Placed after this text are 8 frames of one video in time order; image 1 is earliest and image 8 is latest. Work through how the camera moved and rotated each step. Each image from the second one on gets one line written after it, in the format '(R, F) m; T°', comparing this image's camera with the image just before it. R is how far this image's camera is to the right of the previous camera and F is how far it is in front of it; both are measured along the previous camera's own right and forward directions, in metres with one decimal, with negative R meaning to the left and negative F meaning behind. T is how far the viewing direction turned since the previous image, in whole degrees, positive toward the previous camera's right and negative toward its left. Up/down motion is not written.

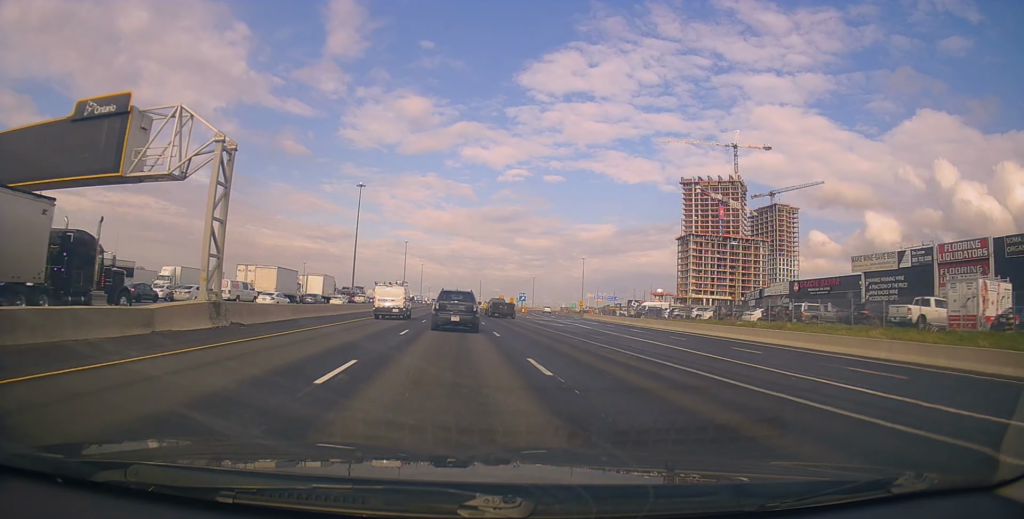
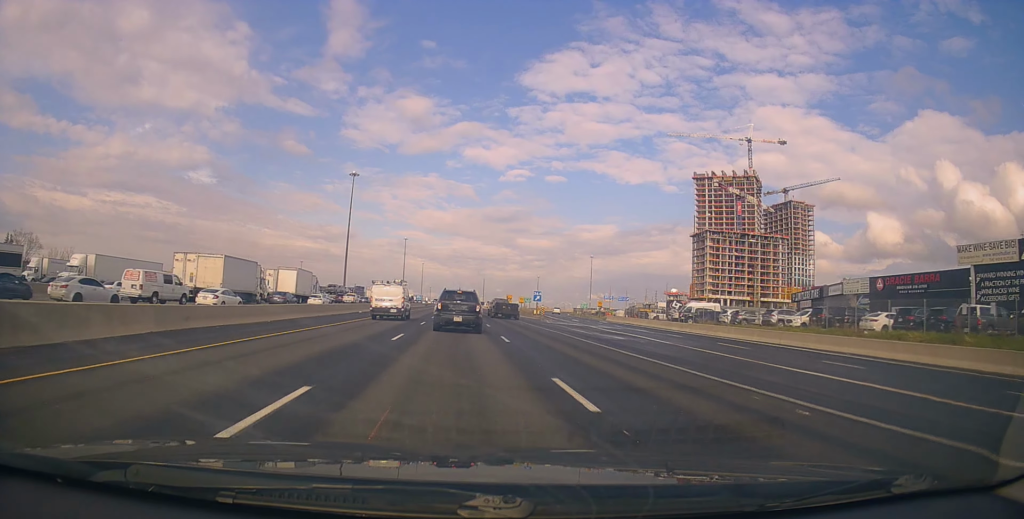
(-0.4, +15.5) m; 0°
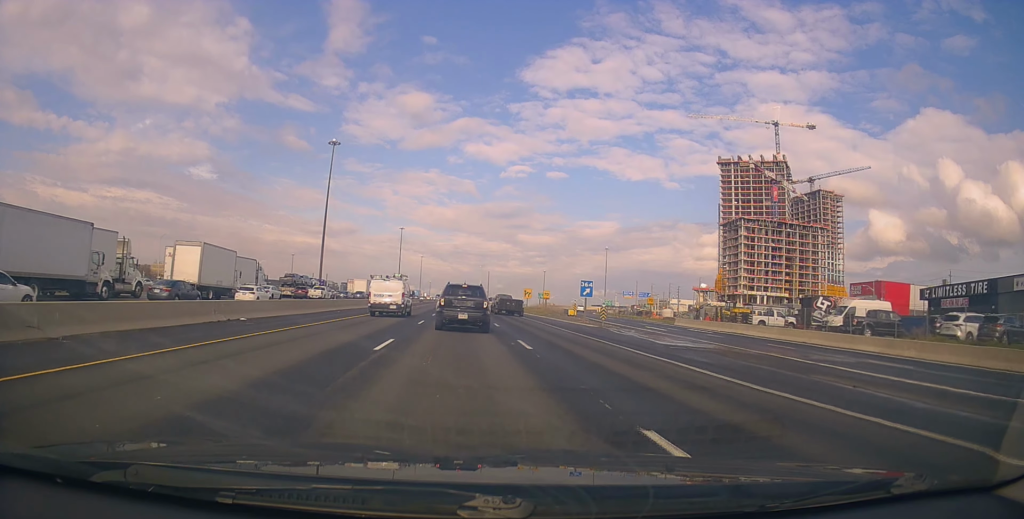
(+0.9, +26.9) m; +2°
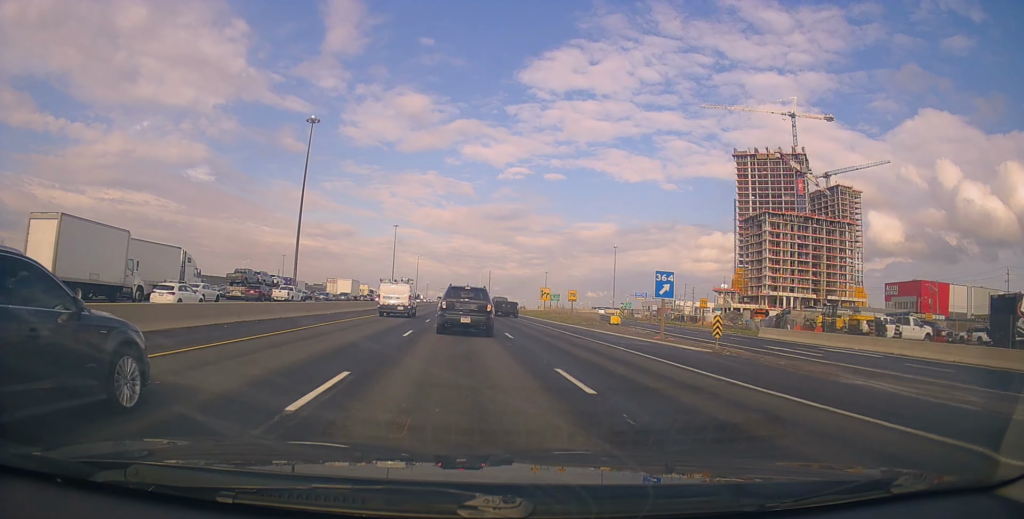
(0.0, +18.9) m; -2°
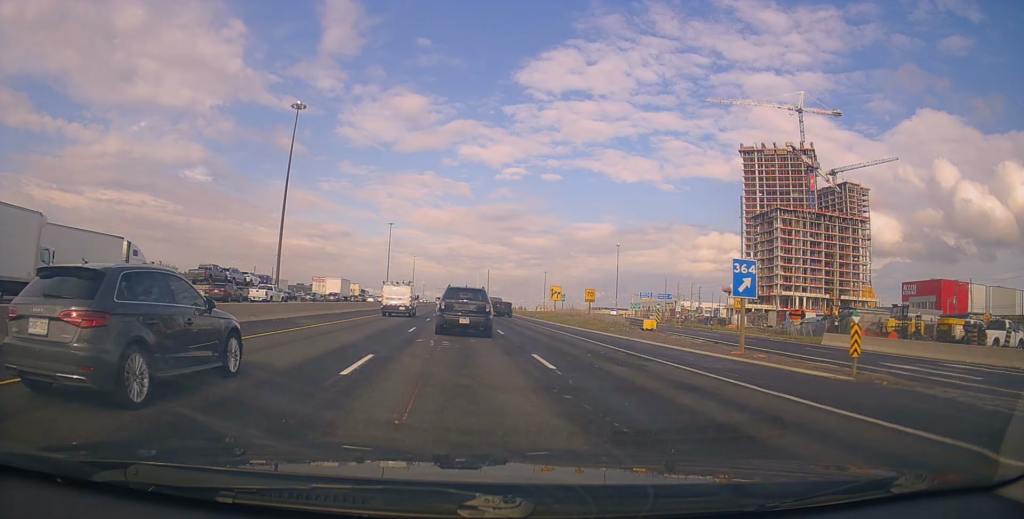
(+0.1, +9.1) m; -2°
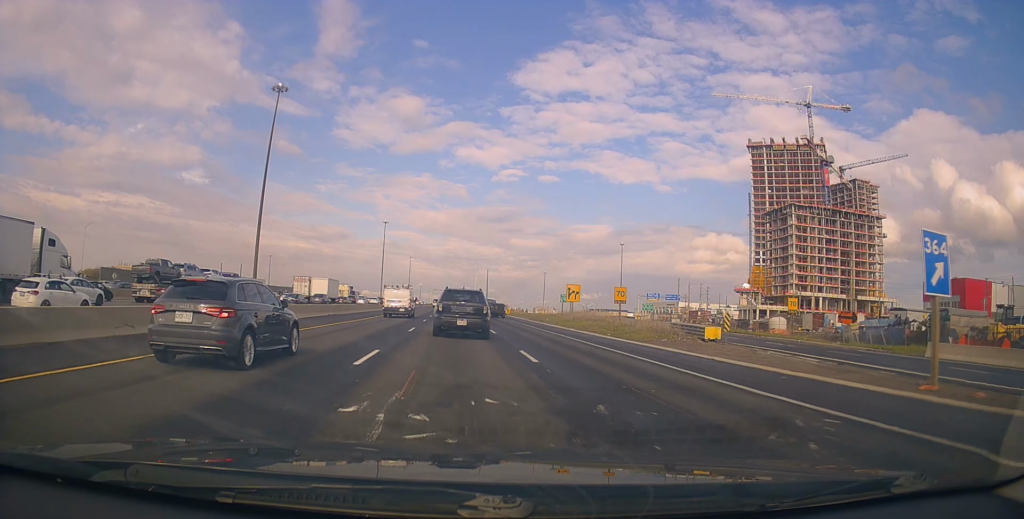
(-0.5, +10.5) m; +1°
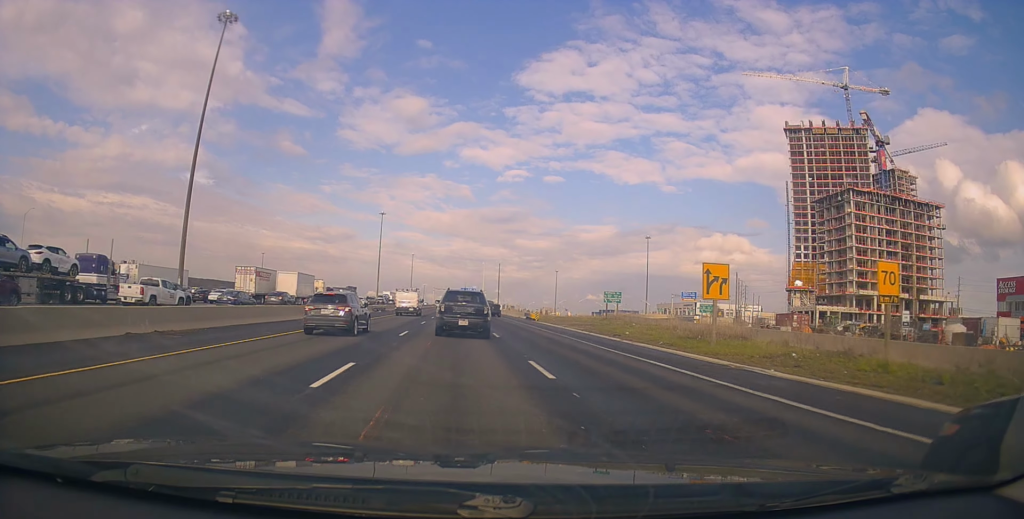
(+1.4, +27.5) m; +3°
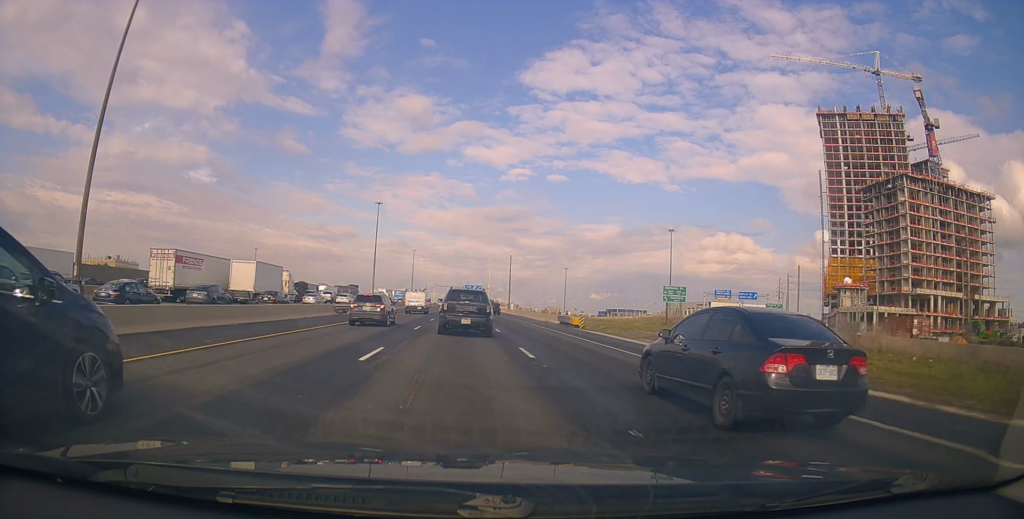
(-0.6, +20.8) m; -1°
